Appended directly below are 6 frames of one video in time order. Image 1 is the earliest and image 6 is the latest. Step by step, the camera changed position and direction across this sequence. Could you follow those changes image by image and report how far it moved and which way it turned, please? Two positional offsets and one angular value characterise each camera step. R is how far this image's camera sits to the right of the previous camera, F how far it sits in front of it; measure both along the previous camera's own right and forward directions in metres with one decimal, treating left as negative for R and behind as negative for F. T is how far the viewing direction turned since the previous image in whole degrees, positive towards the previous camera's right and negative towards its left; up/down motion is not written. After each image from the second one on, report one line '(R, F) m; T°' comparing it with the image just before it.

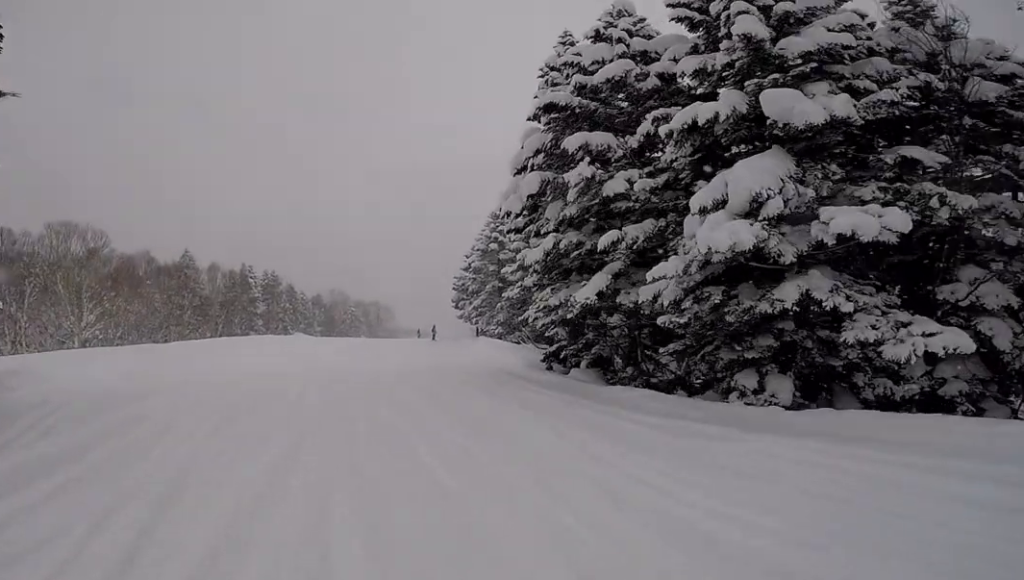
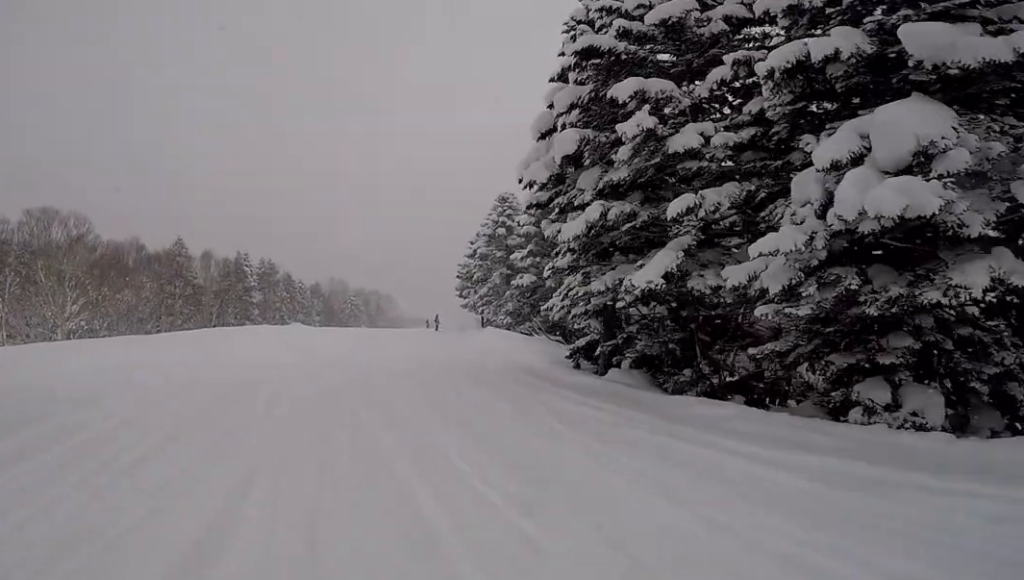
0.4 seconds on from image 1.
(0.0, +2.6) m; -2°
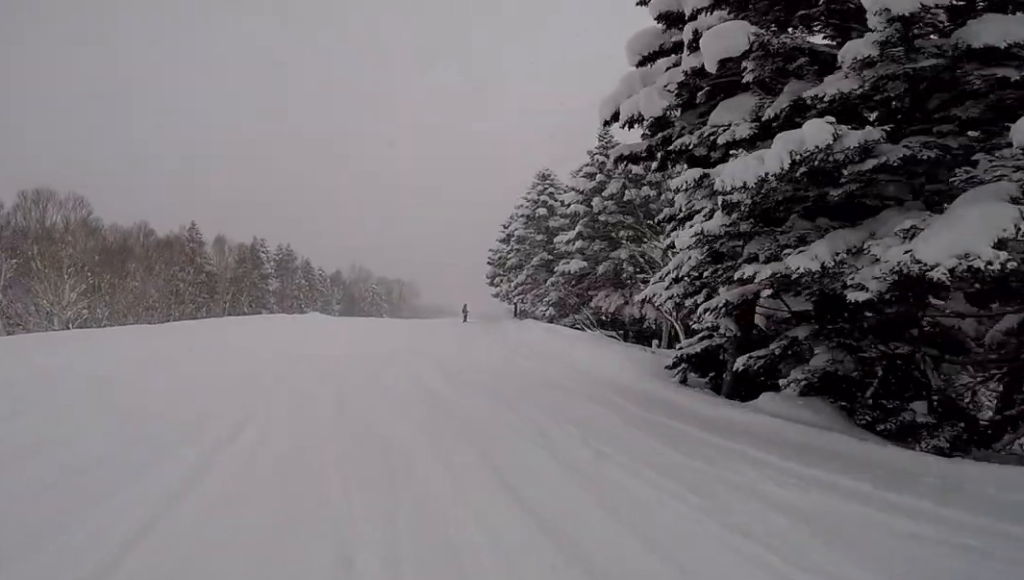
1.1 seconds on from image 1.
(0.0, +4.4) m; -4°
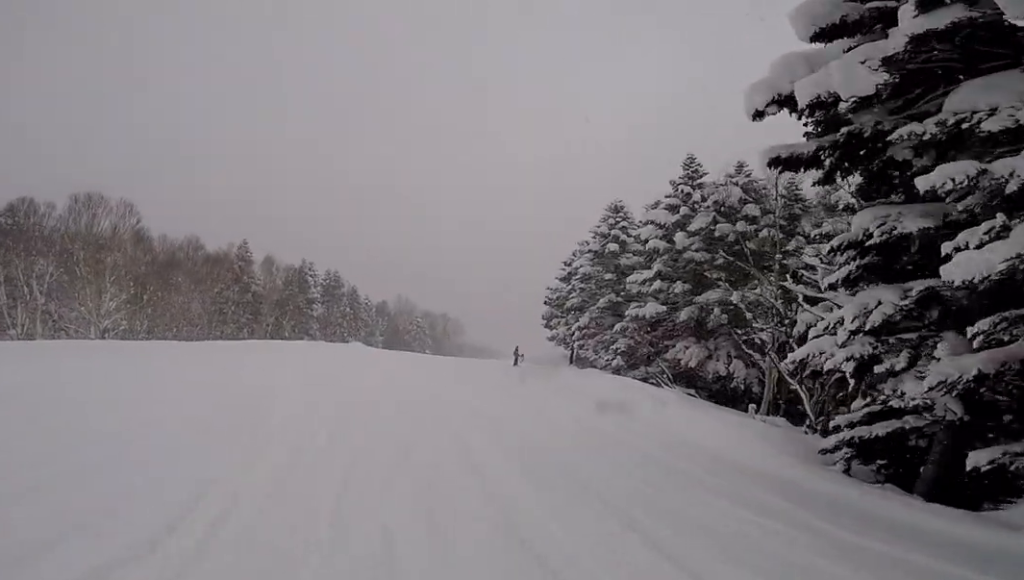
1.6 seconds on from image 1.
(-0.1, +3.2) m; -6°
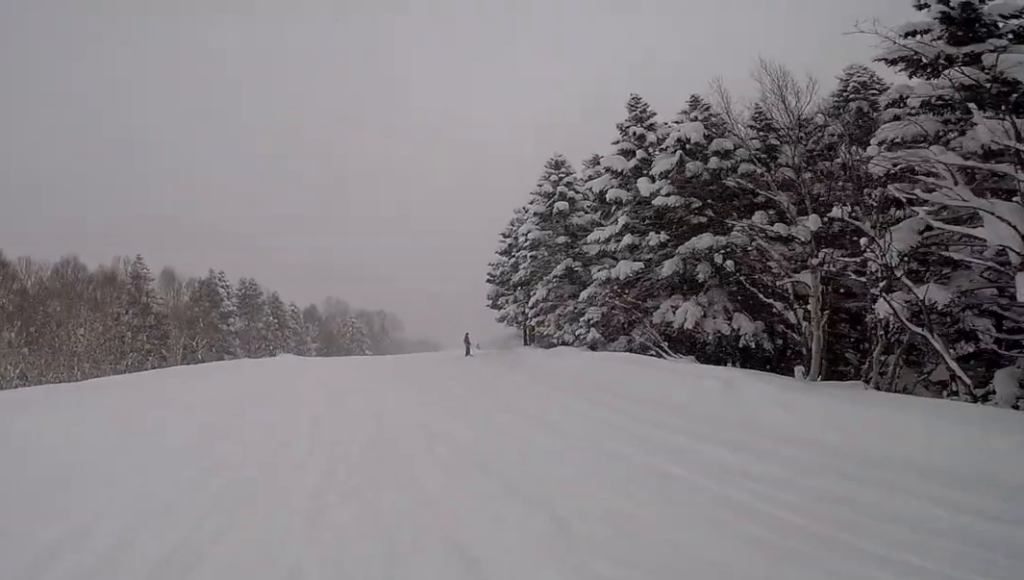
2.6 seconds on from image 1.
(-0.6, +5.7) m; -2°
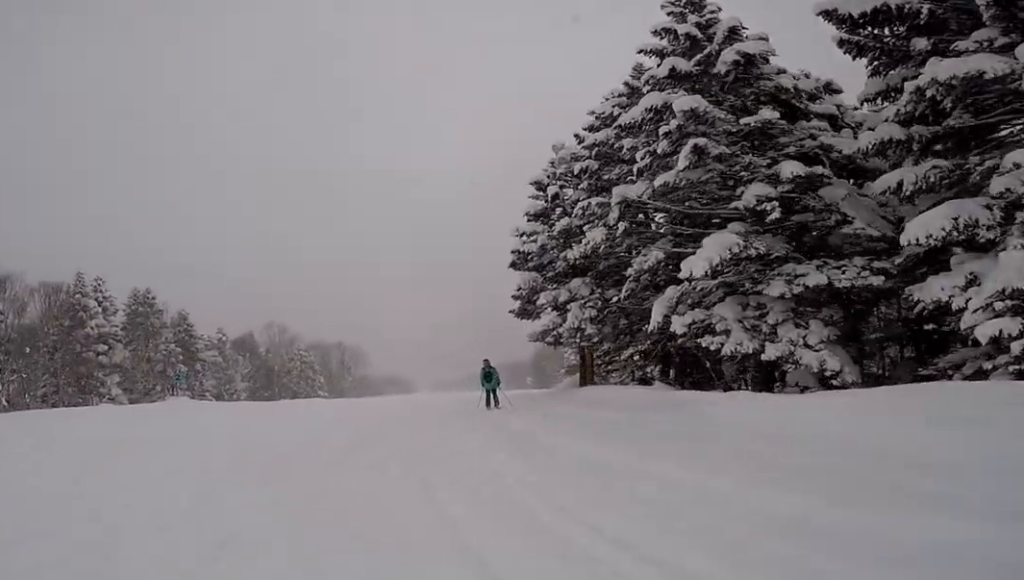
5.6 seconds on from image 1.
(+3.4, +16.8) m; +7°
